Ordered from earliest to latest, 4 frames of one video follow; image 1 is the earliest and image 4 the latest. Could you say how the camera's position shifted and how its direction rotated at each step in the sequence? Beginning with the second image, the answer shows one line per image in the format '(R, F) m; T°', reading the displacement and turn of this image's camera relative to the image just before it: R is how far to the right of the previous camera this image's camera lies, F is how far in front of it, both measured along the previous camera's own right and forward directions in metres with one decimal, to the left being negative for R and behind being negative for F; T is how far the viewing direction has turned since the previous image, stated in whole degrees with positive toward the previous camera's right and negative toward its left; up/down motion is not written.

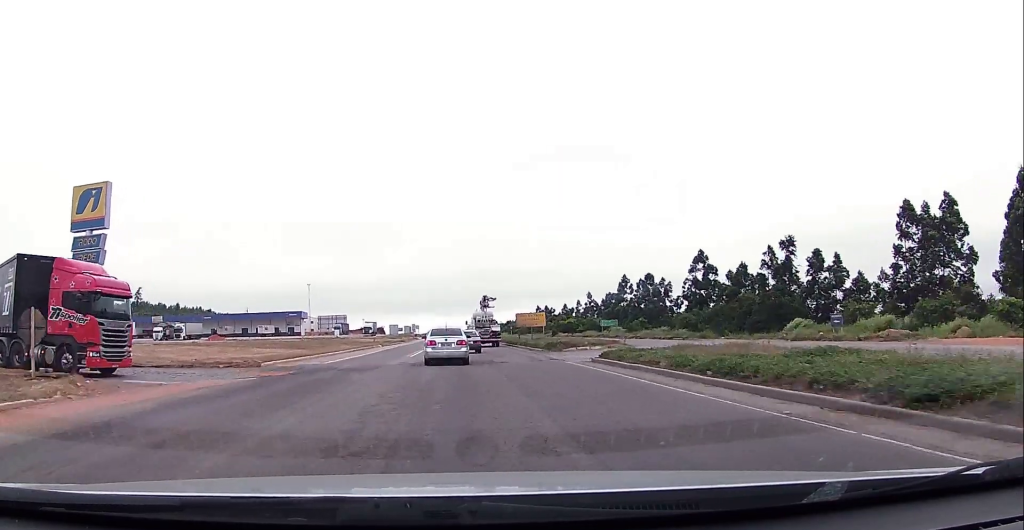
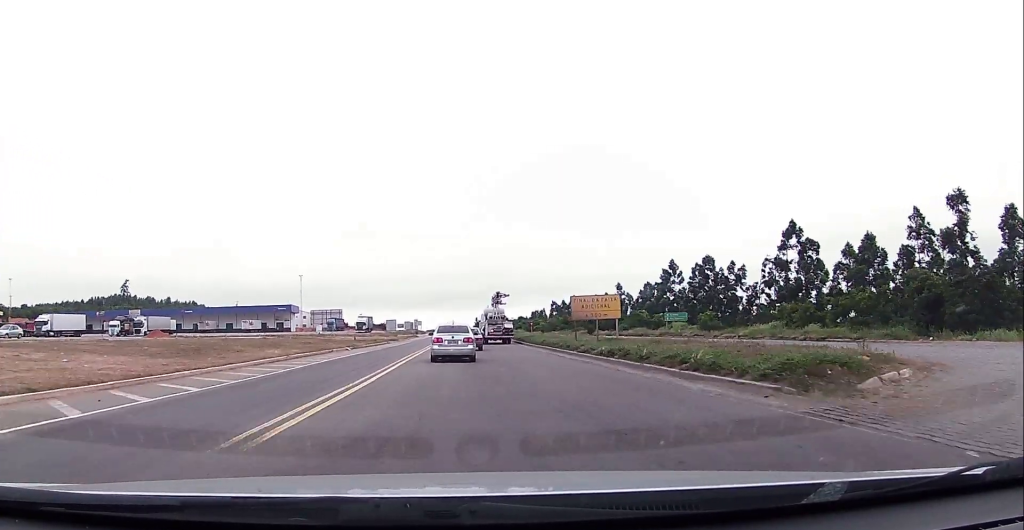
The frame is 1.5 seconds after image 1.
(+0.6, +26.7) m; +1°
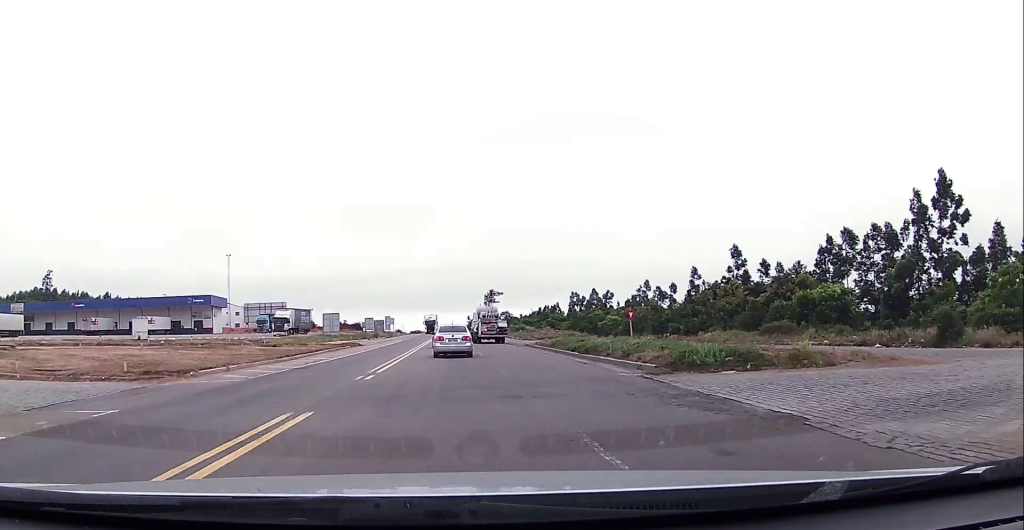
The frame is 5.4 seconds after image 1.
(-1.9, +70.9) m; 0°
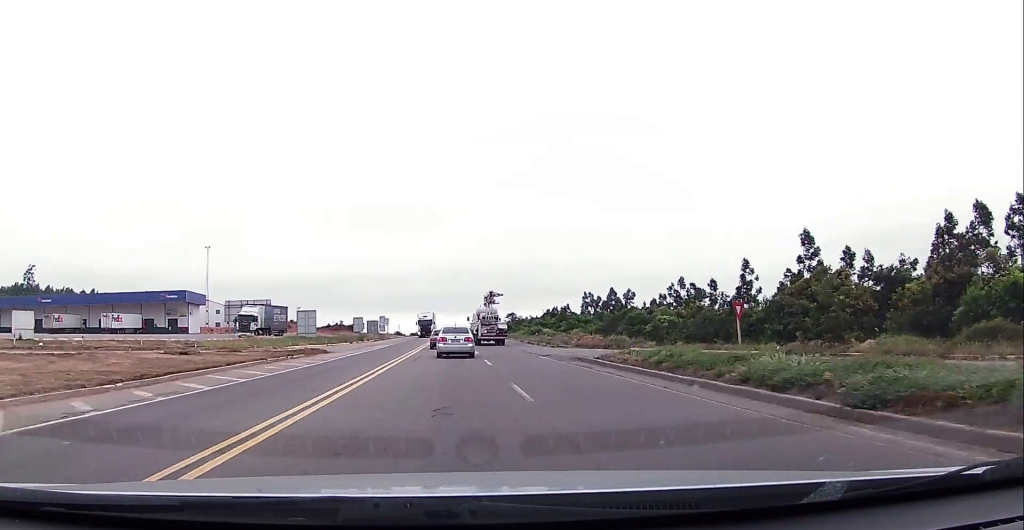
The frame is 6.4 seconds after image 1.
(+0.1, +17.7) m; 0°
